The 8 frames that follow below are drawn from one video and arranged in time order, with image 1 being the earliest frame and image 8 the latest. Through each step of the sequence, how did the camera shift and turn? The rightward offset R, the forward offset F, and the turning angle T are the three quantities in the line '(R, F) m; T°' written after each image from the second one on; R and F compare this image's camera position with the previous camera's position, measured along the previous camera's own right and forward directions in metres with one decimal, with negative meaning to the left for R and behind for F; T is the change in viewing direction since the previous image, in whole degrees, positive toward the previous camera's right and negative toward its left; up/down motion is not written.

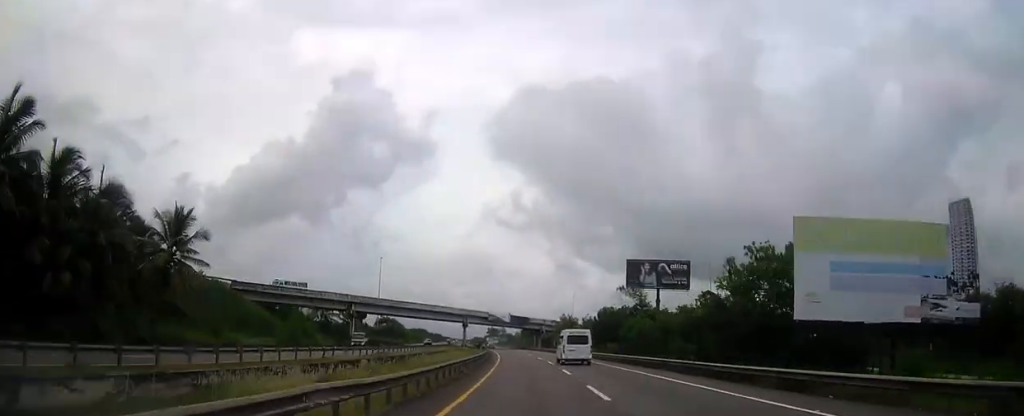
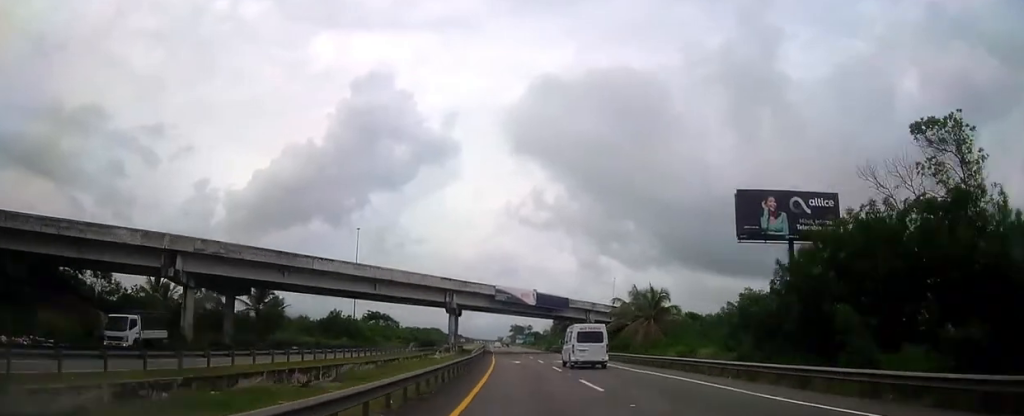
(-1.9, +64.7) m; -3°
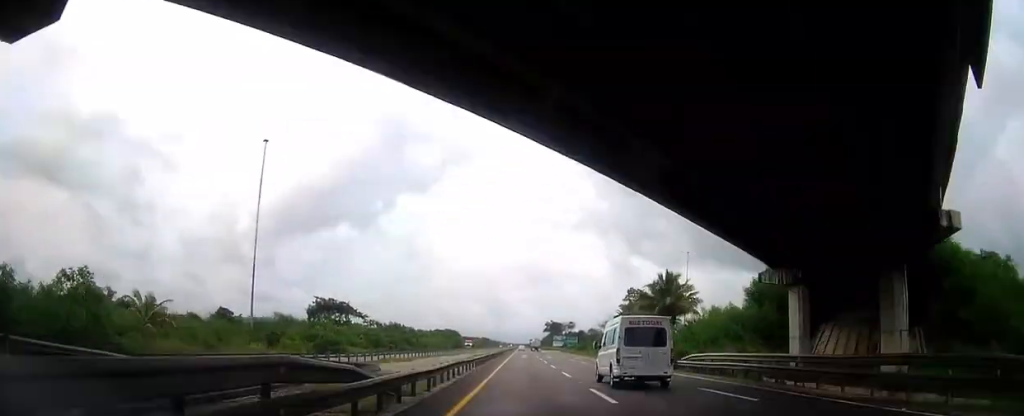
(-2.2, +81.0) m; -2°
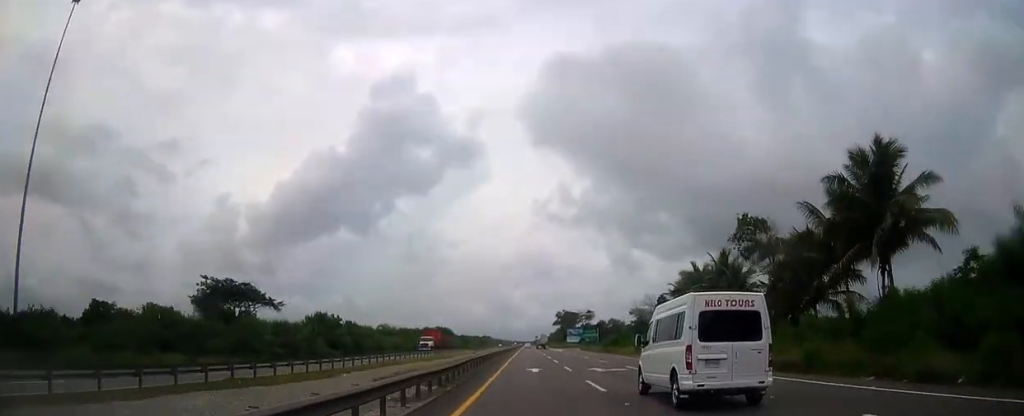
(-0.5, +50.3) m; -1°
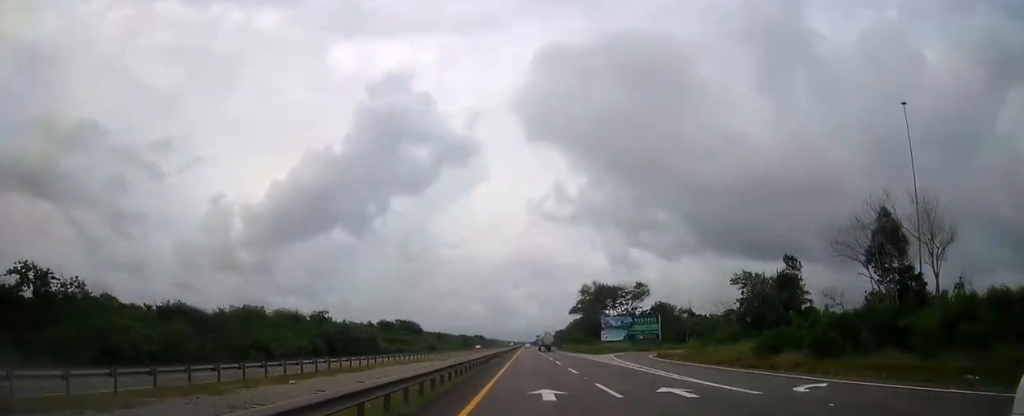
(-0.1, +83.0) m; 0°
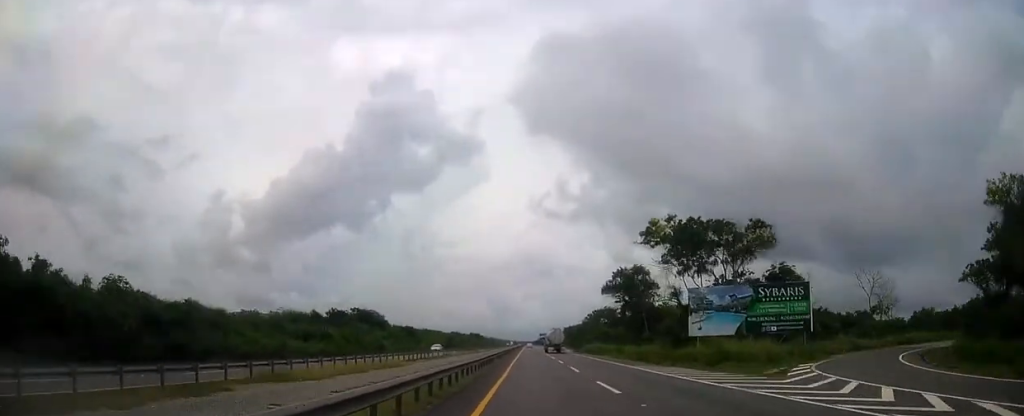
(+0.1, +50.8) m; 0°
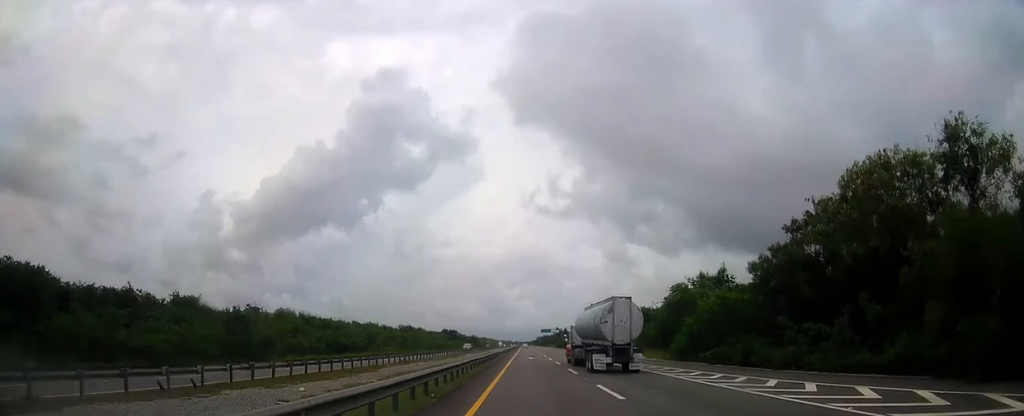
(+0.1, +121.9) m; 0°
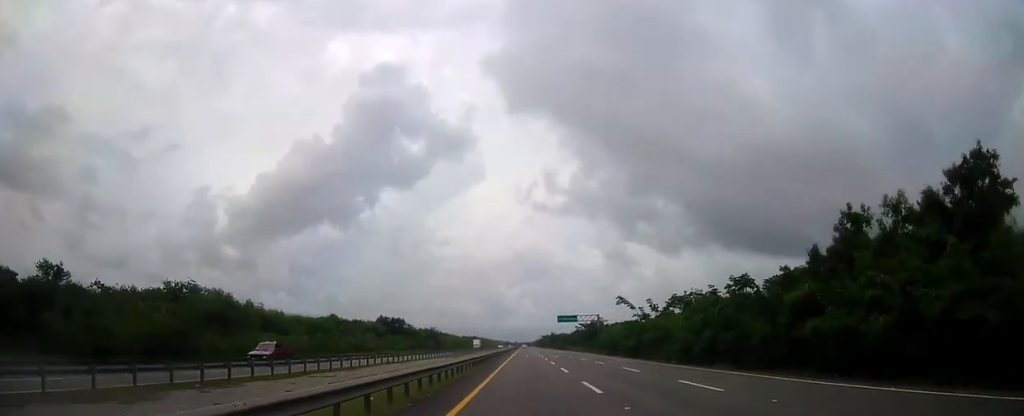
(+0.1, +130.8) m; 0°
